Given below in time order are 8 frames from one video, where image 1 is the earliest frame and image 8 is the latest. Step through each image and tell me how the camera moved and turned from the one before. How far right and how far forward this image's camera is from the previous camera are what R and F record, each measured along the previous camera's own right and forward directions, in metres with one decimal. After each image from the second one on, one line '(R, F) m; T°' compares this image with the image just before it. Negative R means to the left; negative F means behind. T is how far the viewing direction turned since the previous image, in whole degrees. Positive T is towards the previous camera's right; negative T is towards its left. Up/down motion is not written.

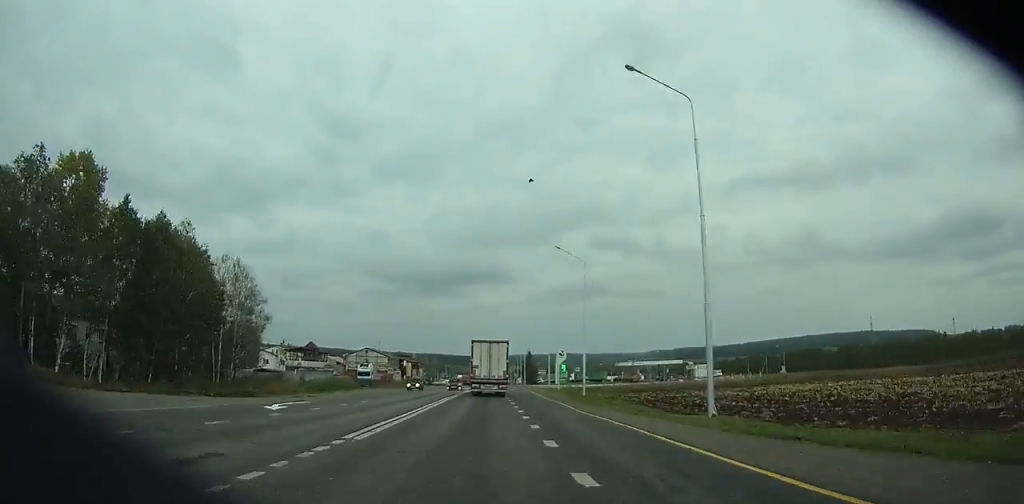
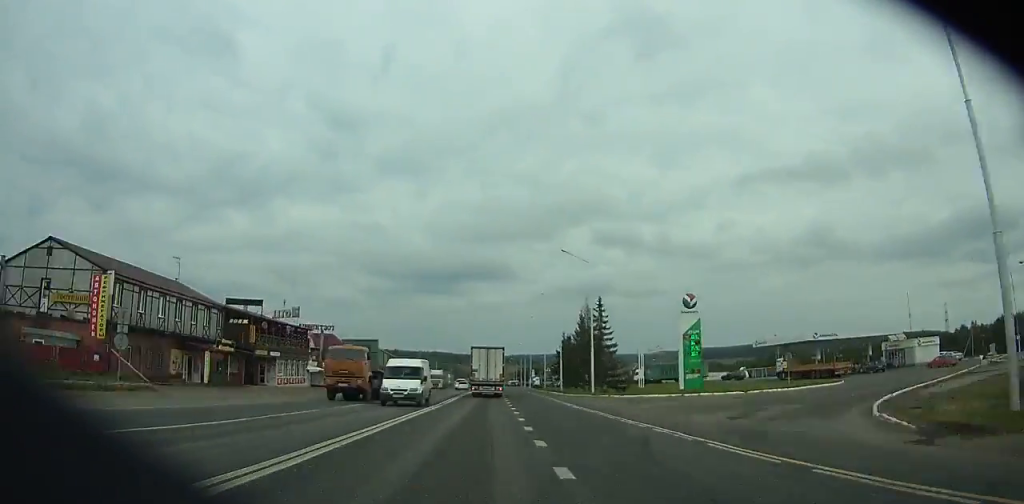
(+0.1, +100.5) m; 0°
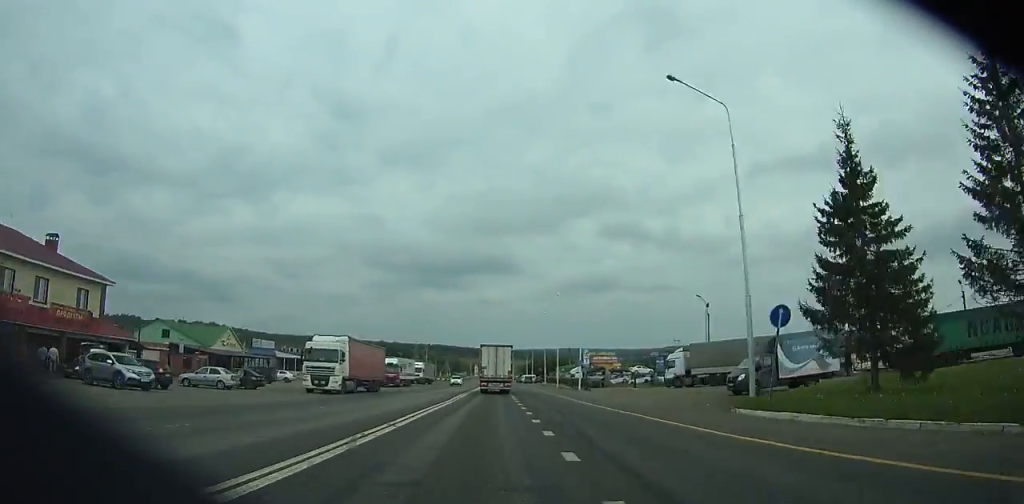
(-0.1, +82.1) m; 0°
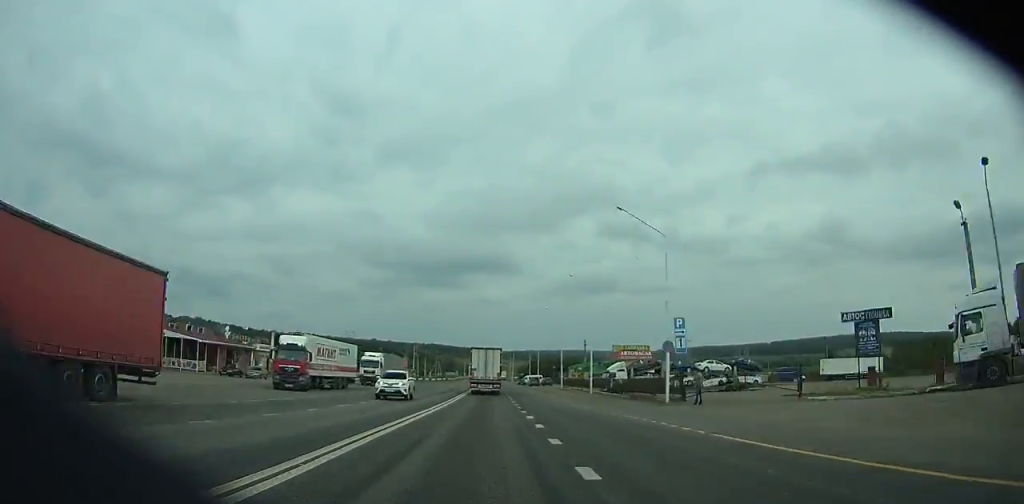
(+0.1, +37.5) m; 0°
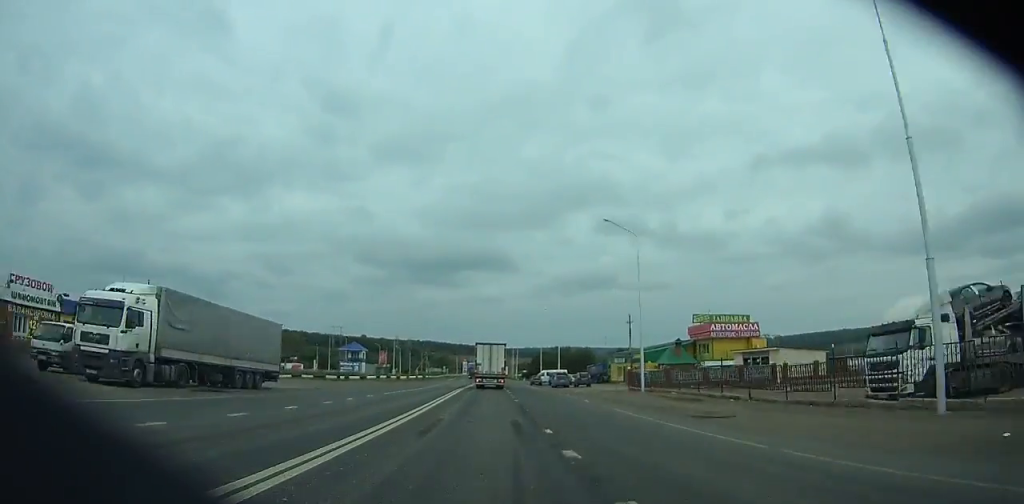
(0.0, +49.8) m; 0°
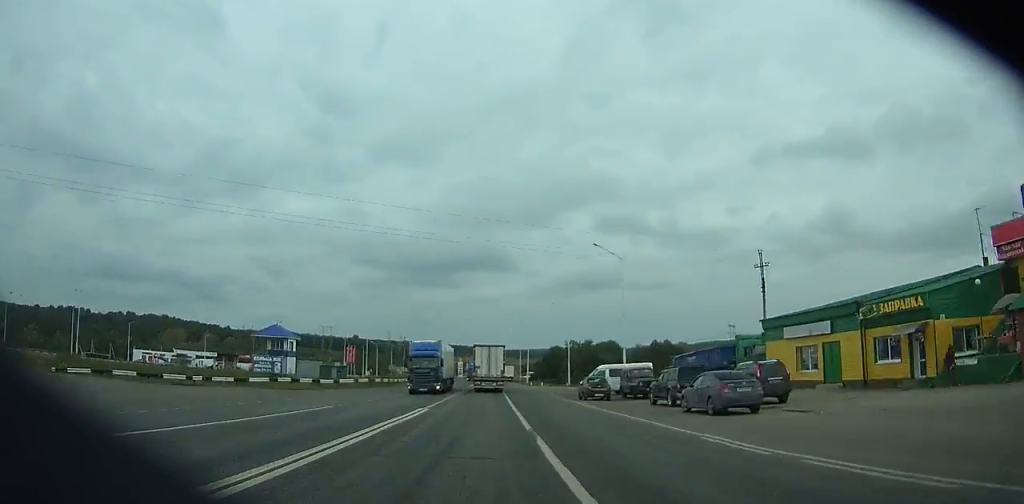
(-0.1, +49.4) m; 0°
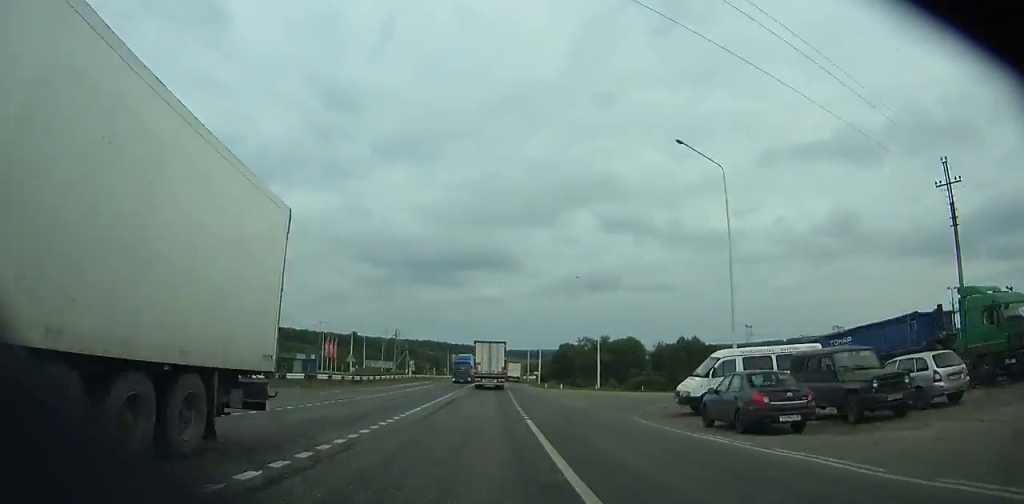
(0.0, +22.8) m; 0°
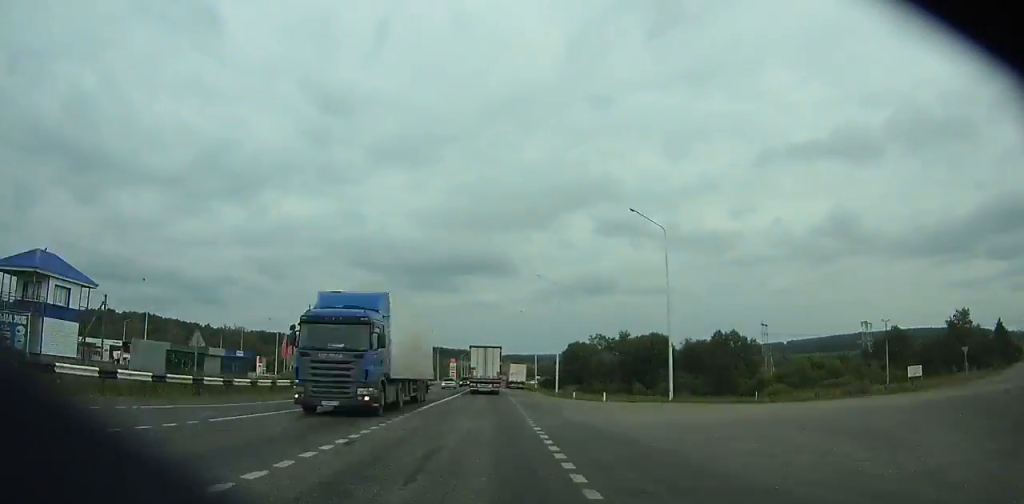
(0.0, +27.8) m; 0°
